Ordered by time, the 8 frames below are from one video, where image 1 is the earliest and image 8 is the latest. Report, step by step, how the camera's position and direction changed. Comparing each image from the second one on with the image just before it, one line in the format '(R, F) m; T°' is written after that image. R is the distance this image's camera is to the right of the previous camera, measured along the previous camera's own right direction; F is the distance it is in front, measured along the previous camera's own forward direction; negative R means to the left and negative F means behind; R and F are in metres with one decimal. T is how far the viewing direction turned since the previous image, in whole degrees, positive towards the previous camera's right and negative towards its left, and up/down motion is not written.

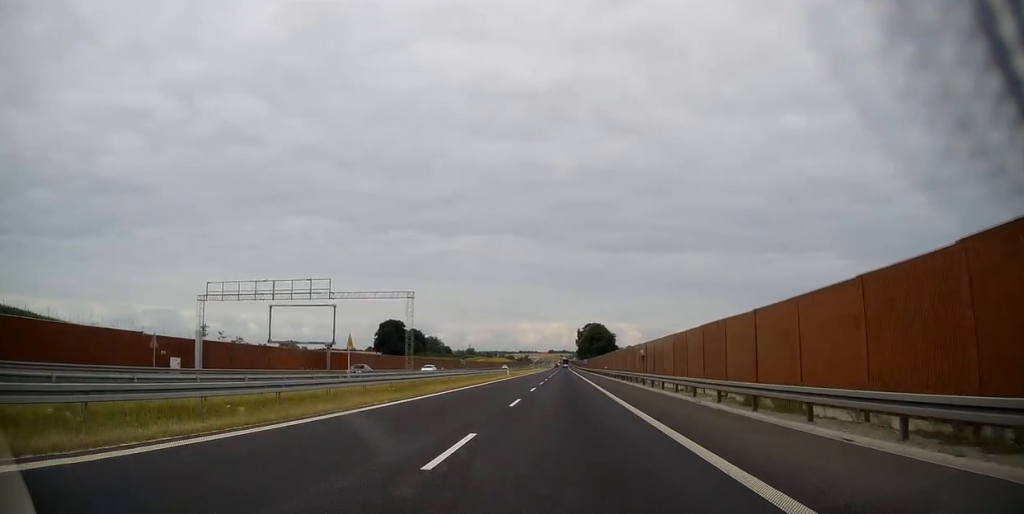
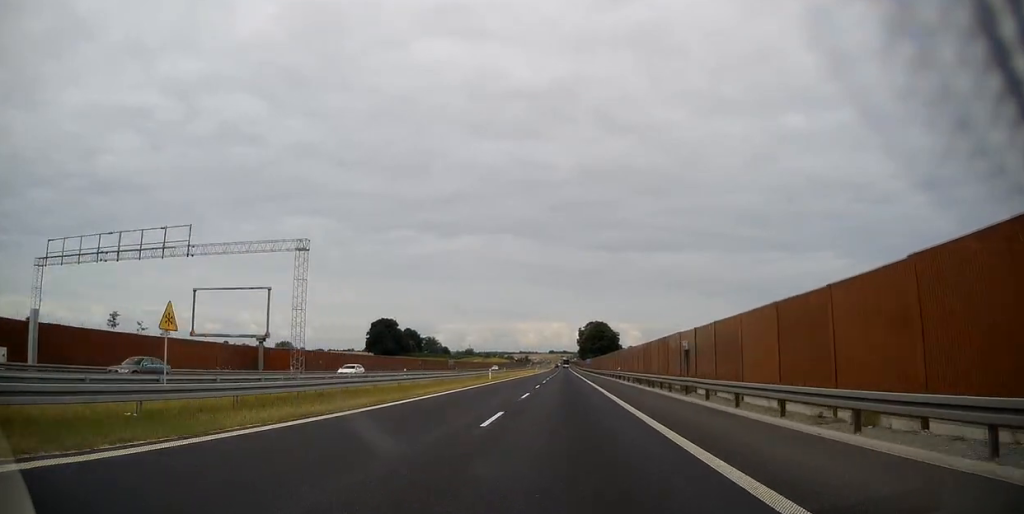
(0.0, +18.3) m; 0°
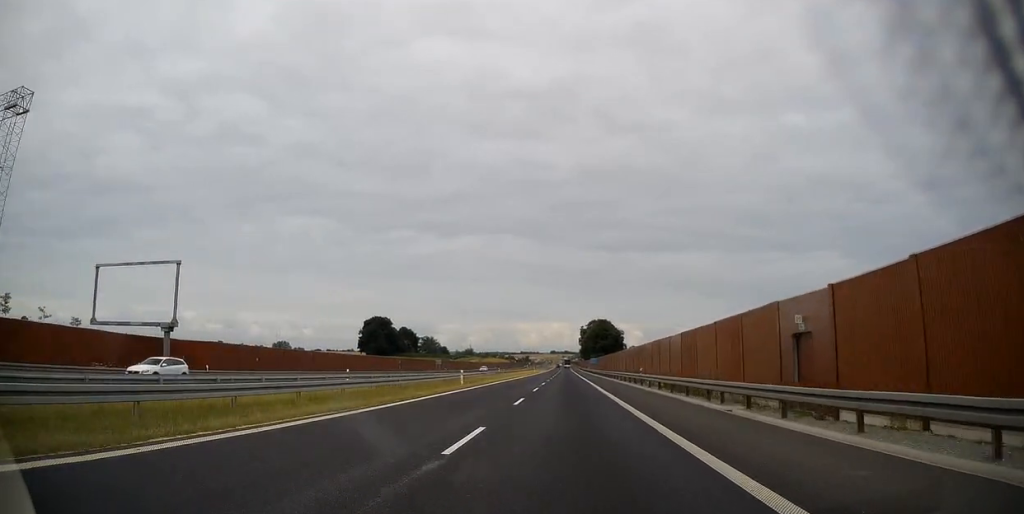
(0.0, +16.1) m; 0°
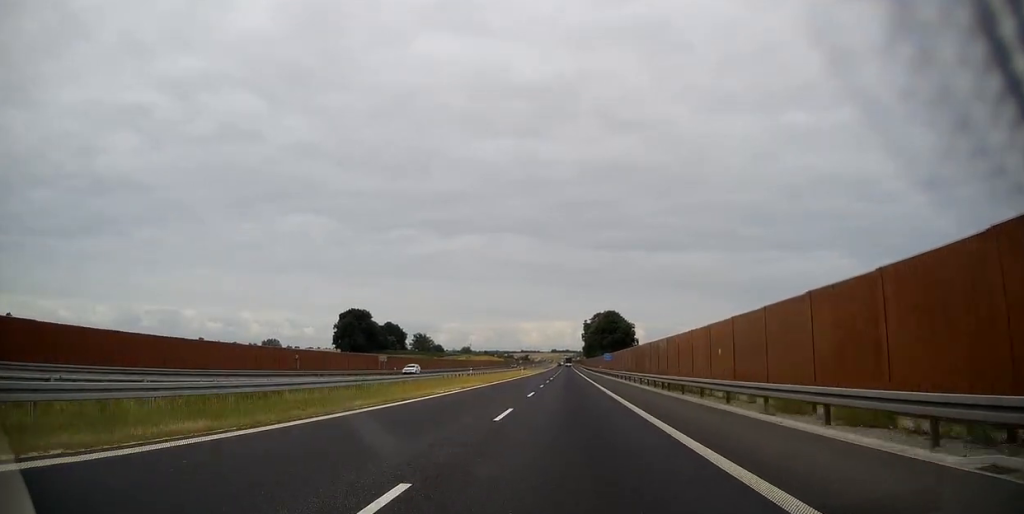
(0.0, +42.4) m; 0°
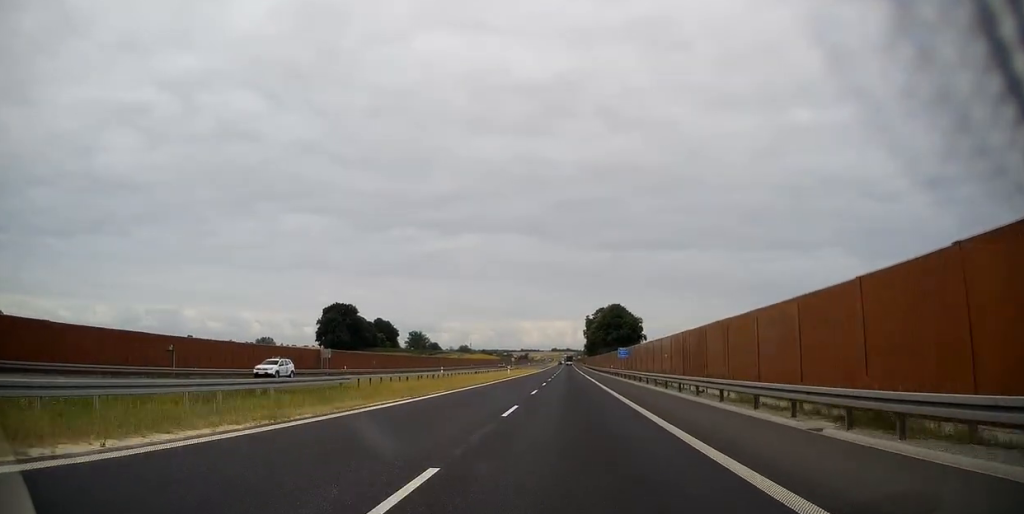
(-0.1, +22.9) m; 0°
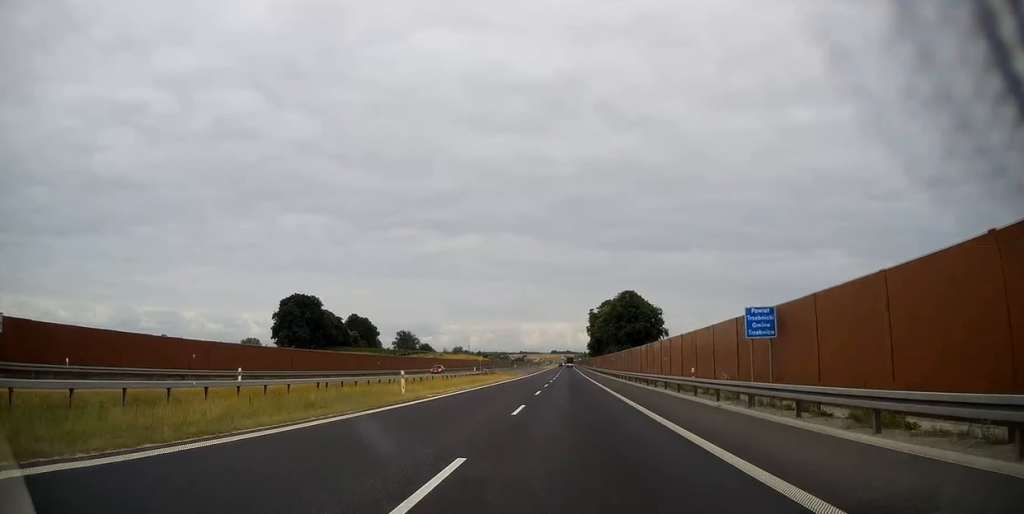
(0.0, +46.9) m; 0°
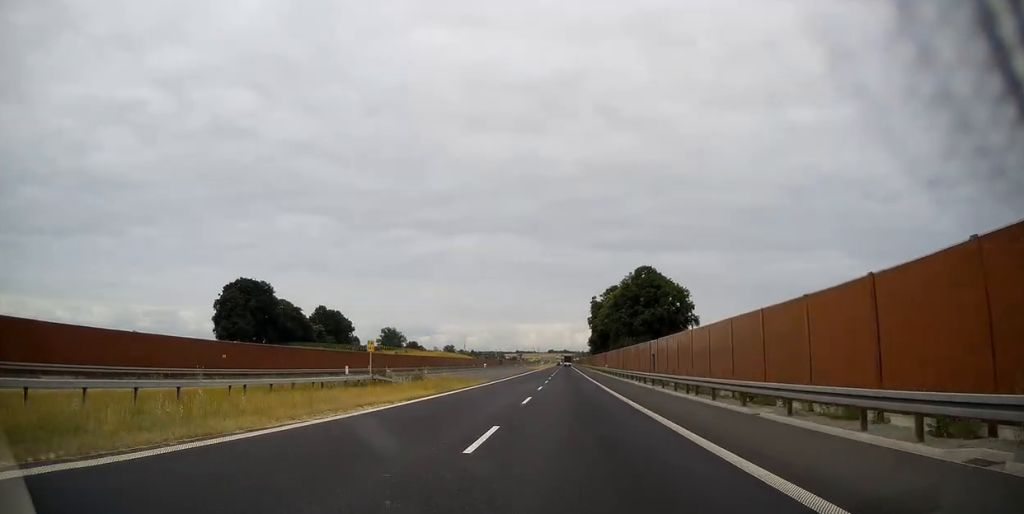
(0.0, +43.4) m; 0°
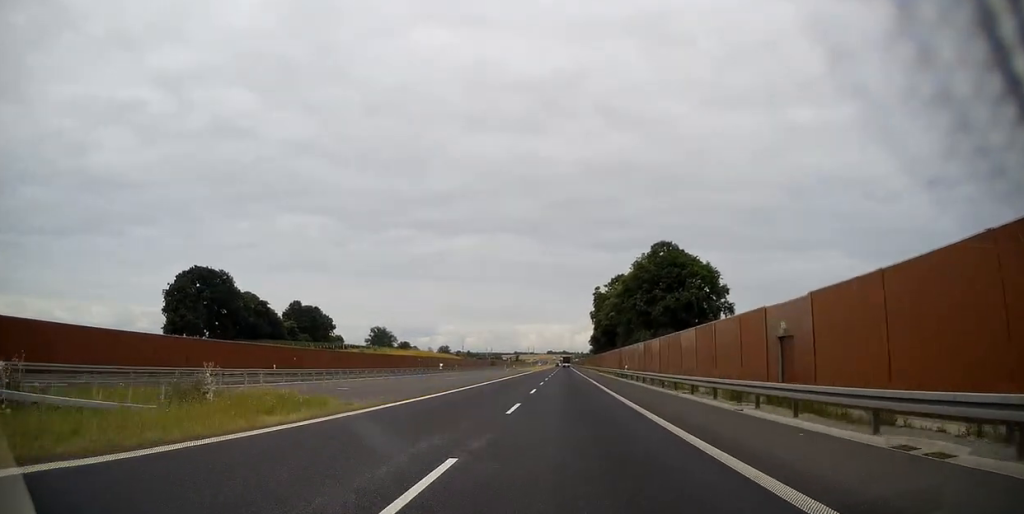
(0.0, +28.6) m; 0°
